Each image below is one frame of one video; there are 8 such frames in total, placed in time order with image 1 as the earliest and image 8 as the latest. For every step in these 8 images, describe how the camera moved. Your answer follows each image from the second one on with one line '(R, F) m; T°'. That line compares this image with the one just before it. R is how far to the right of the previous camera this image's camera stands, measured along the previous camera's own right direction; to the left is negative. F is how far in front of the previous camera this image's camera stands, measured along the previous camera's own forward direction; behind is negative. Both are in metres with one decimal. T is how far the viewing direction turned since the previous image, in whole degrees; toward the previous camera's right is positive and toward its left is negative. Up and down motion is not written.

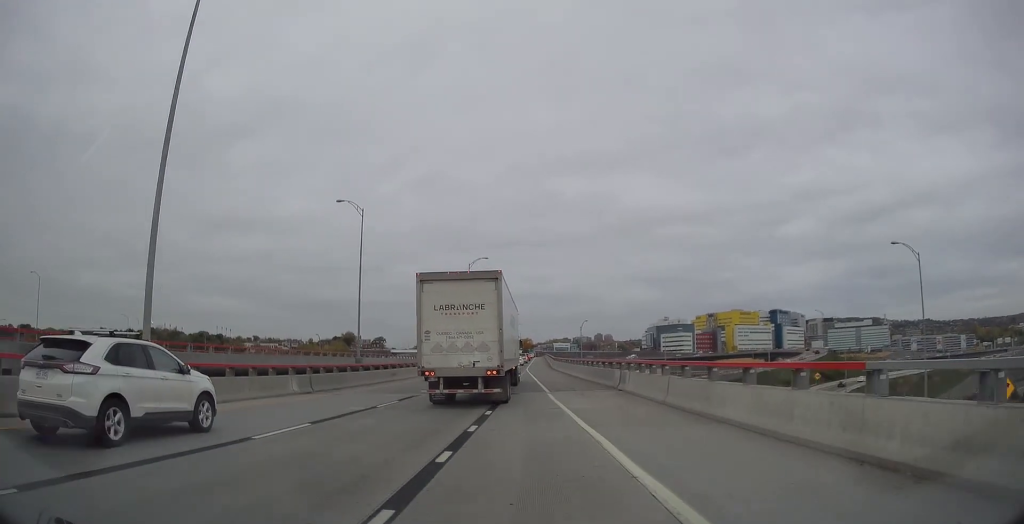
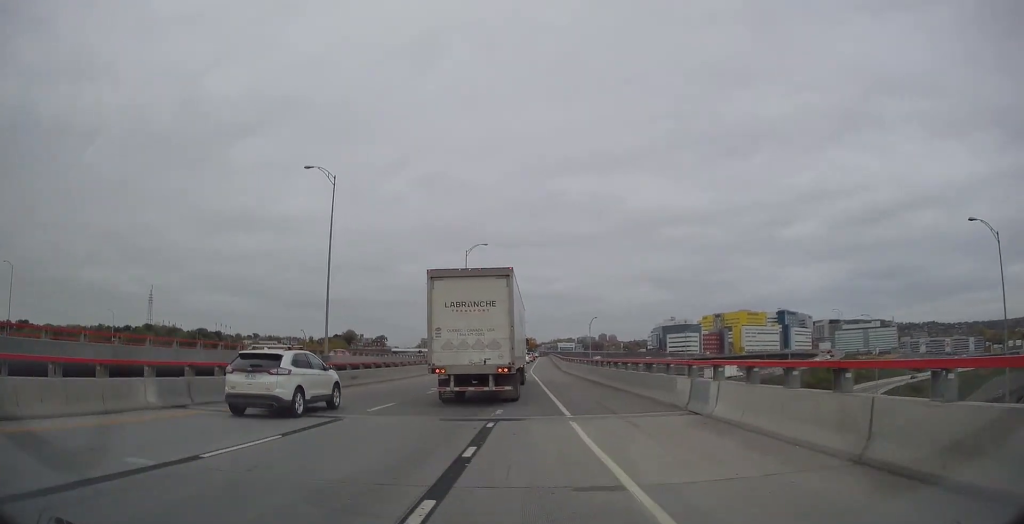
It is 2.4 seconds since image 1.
(-0.1, +11.0) m; -1°
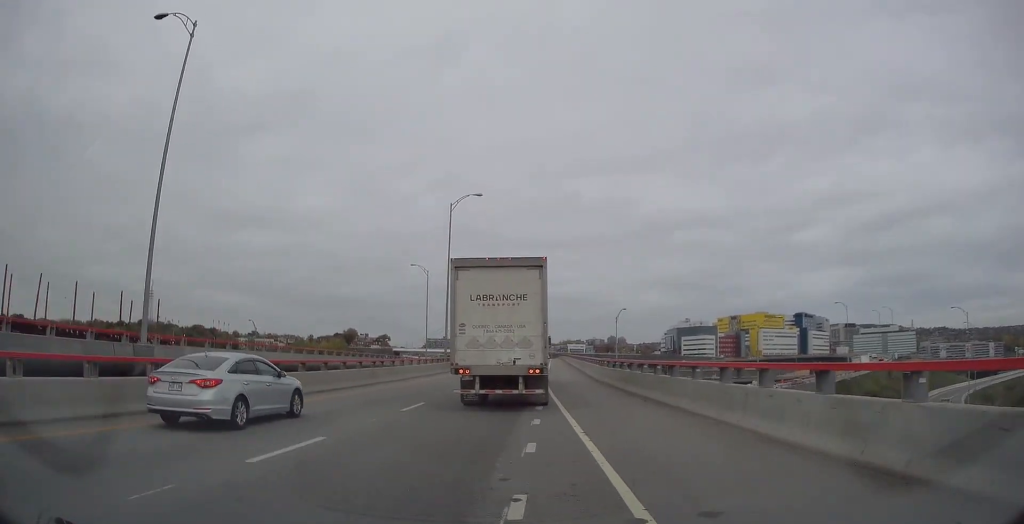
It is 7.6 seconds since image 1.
(-0.1, +26.8) m; 0°
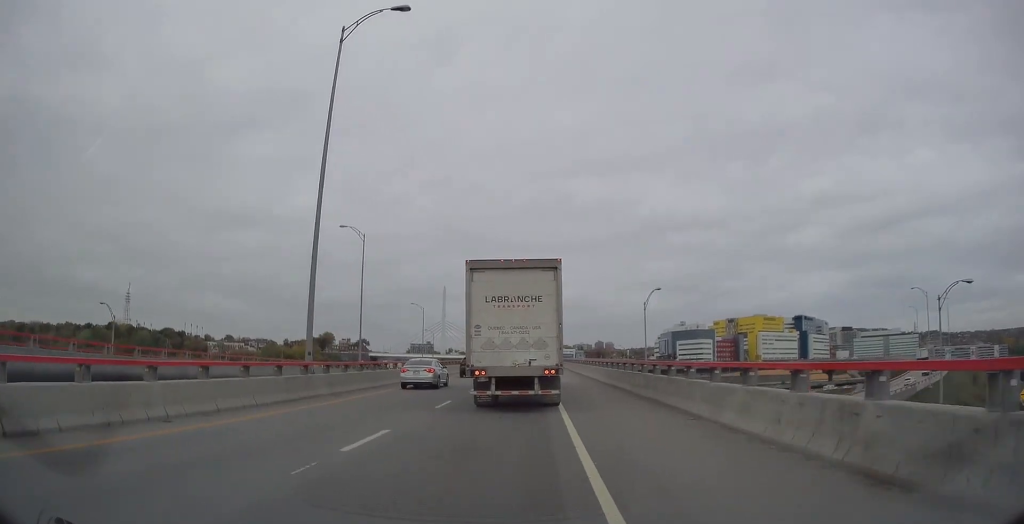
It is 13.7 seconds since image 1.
(+0.3, +34.2) m; +2°
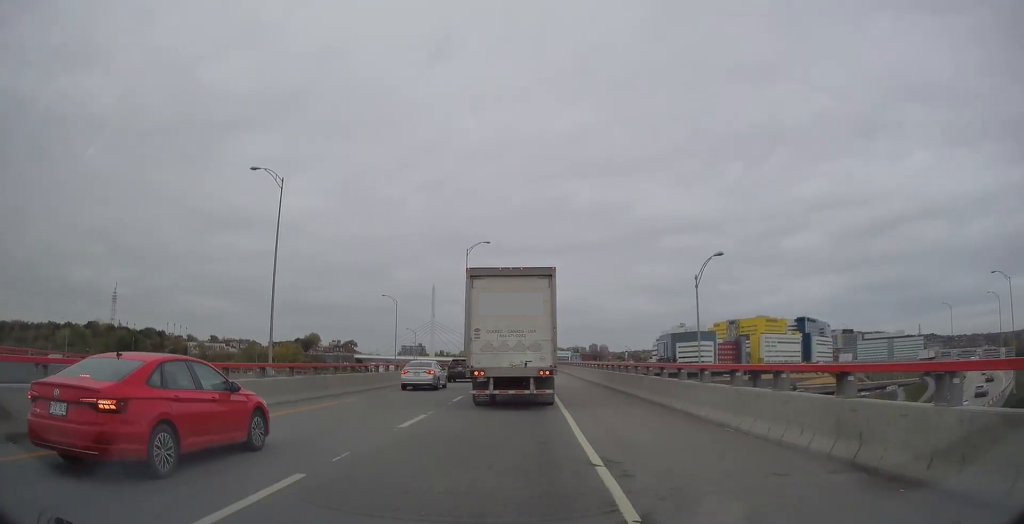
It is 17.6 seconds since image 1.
(+0.4, +22.4) m; +1°
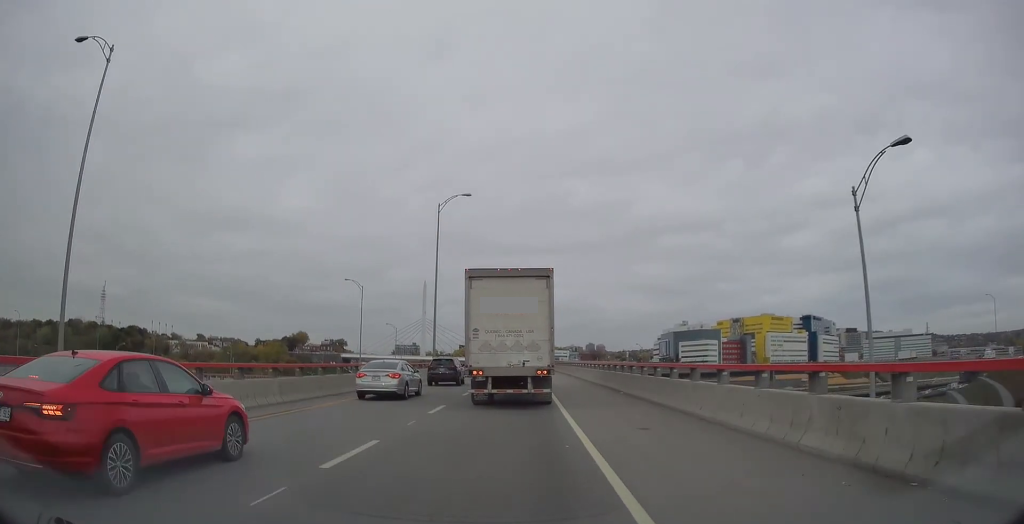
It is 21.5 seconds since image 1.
(-0.1, +22.2) m; 0°
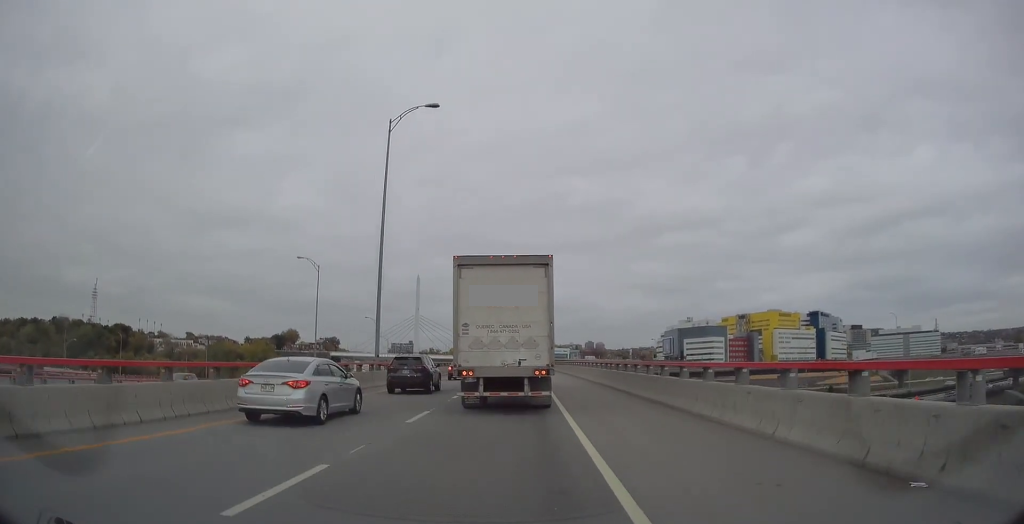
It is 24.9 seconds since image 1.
(0.0, +19.4) m; -1°
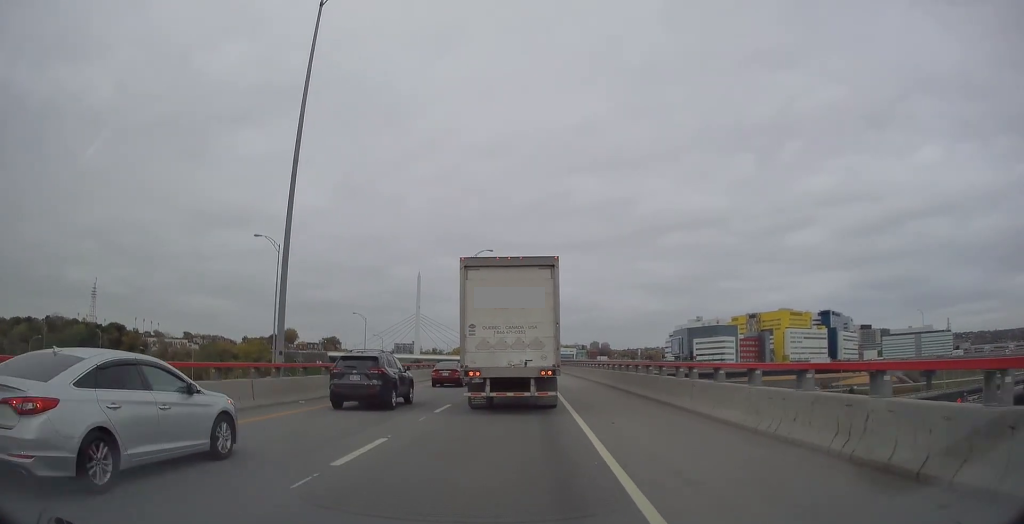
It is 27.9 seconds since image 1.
(0.0, +16.0) m; 0°
